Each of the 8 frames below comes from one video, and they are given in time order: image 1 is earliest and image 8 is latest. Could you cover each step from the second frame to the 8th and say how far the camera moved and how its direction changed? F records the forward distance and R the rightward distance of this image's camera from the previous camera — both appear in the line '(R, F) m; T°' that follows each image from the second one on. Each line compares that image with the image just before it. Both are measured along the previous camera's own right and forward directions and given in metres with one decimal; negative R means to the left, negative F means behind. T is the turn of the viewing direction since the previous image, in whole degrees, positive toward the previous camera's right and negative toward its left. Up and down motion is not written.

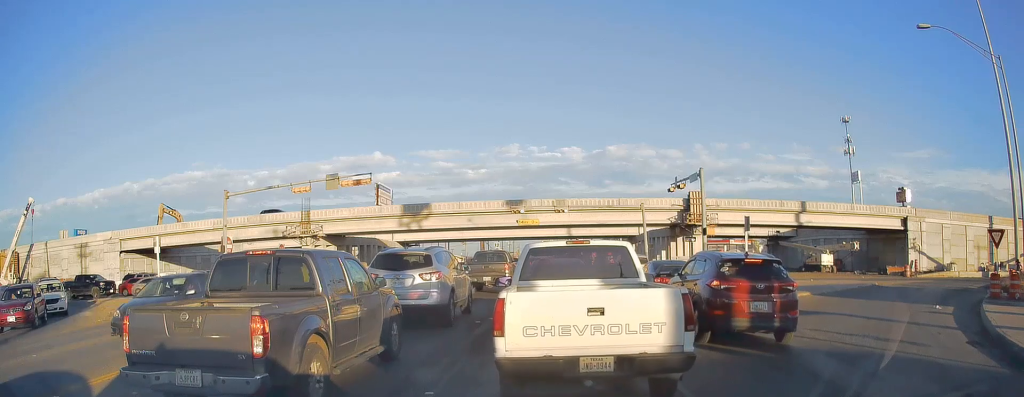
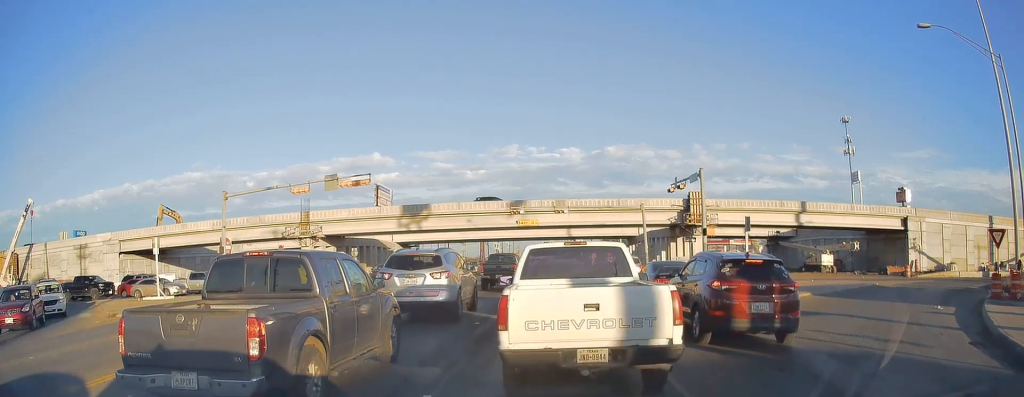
(0.0, 0.0) m; 0°
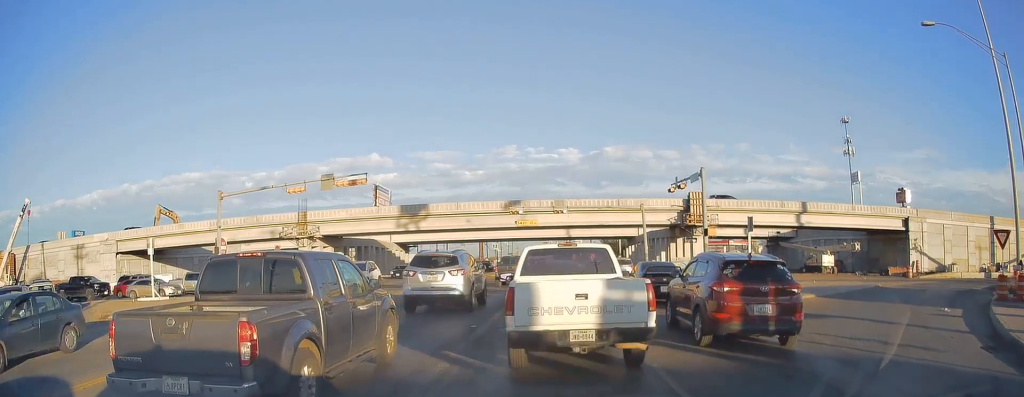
(0.0, 0.0) m; 0°
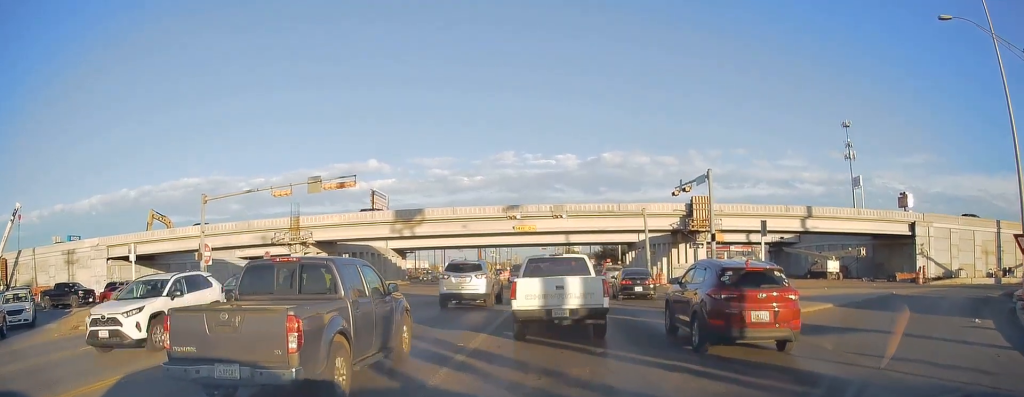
(-0.1, +0.3) m; 0°
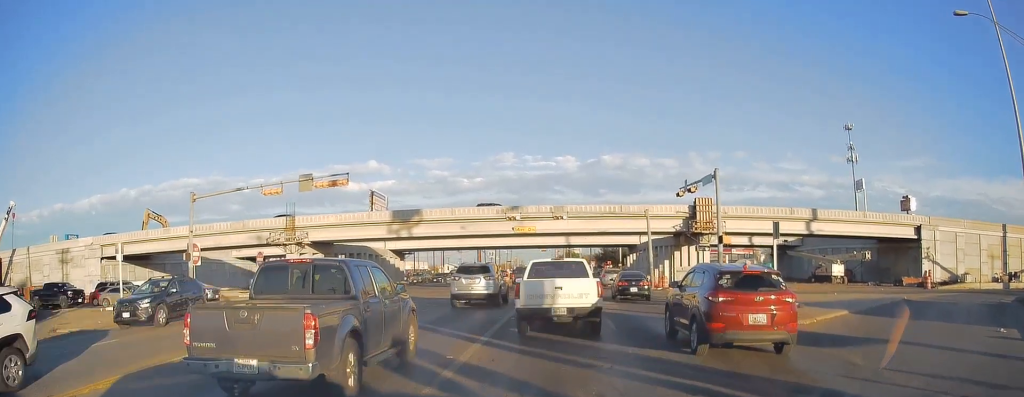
(-0.1, +0.3) m; 0°
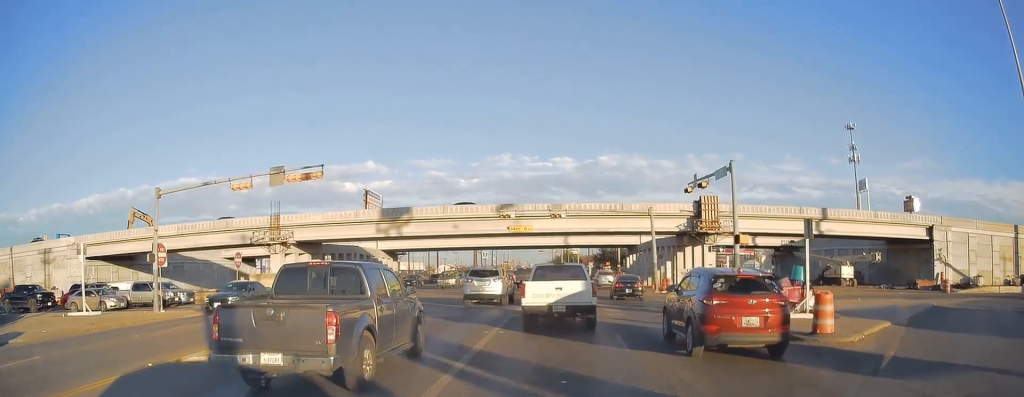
(-0.2, +1.0) m; 0°
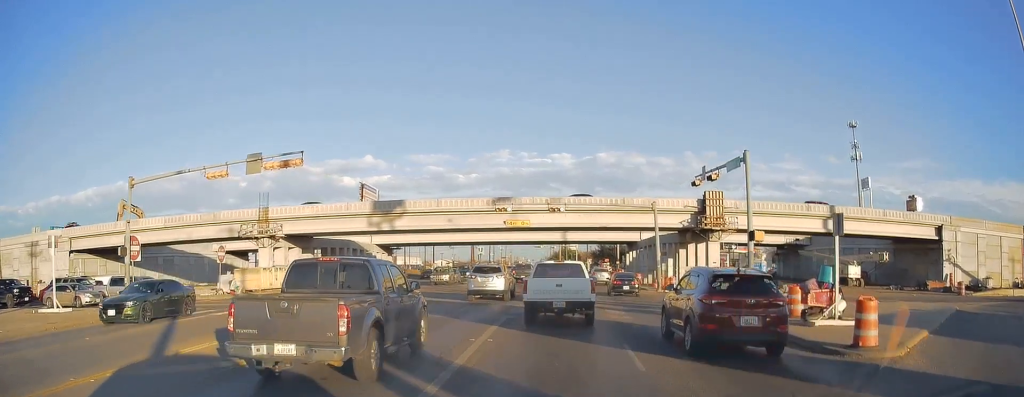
(+0.1, +1.2) m; -2°
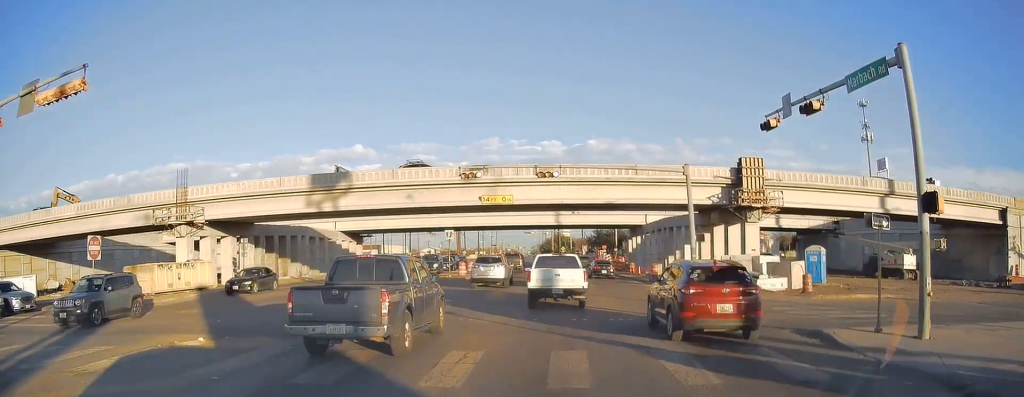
(-0.8, +10.2) m; -7°
